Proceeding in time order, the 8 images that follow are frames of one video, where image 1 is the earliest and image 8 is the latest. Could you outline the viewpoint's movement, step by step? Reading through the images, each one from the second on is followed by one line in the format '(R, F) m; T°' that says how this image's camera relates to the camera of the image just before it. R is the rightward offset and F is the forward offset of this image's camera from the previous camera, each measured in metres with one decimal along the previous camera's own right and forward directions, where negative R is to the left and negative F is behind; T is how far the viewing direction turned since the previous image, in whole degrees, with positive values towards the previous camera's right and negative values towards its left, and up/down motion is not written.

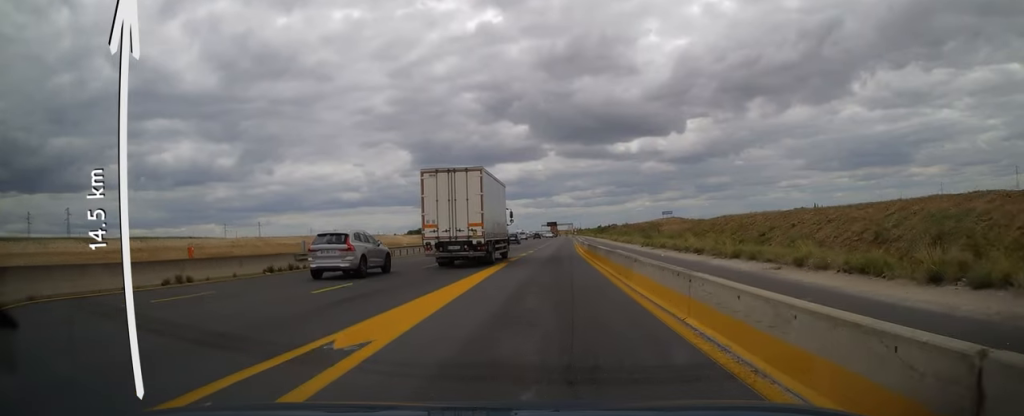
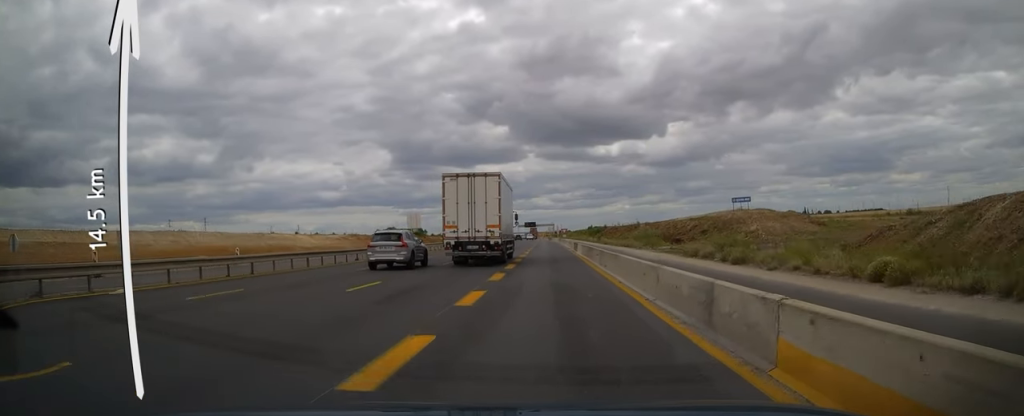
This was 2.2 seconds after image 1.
(+0.8, +51.8) m; +1°
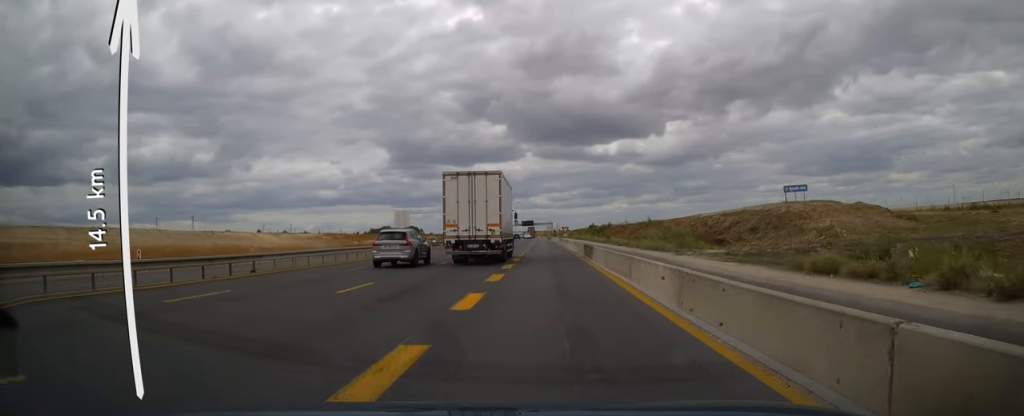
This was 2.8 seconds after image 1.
(+0.1, +14.0) m; 0°
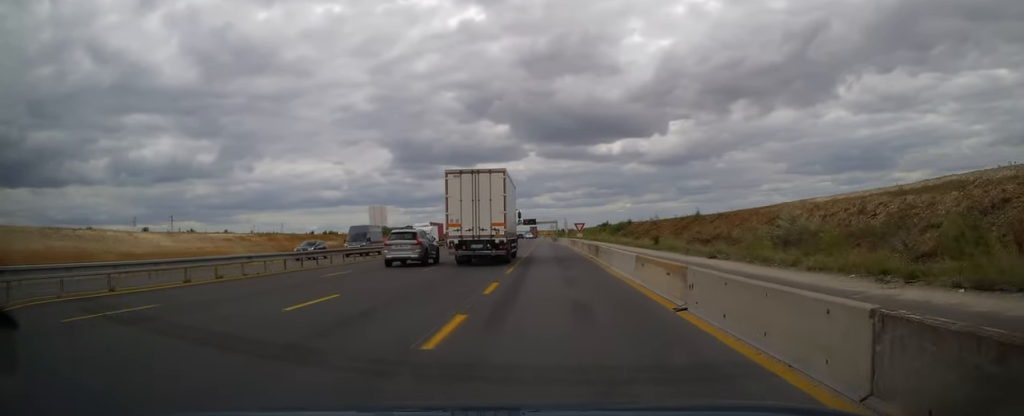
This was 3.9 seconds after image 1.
(0.0, +29.6) m; 0°
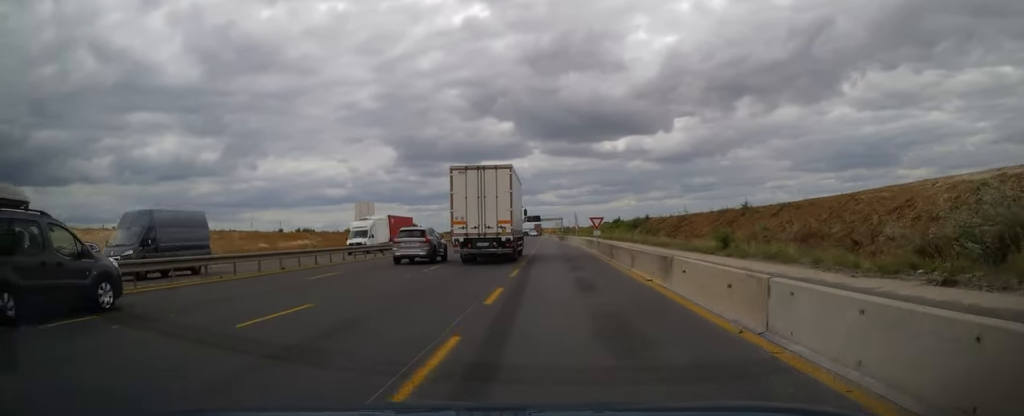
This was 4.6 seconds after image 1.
(0.0, +15.2) m; 0°
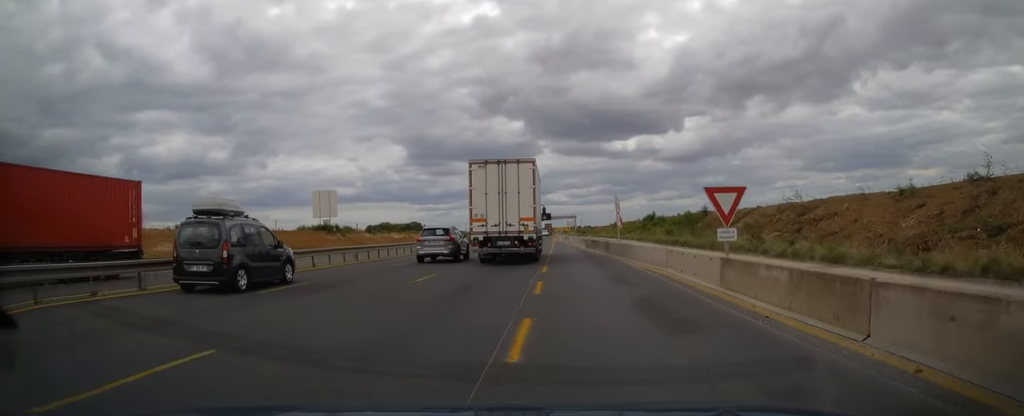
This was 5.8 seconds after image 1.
(-0.2, +31.0) m; -1°
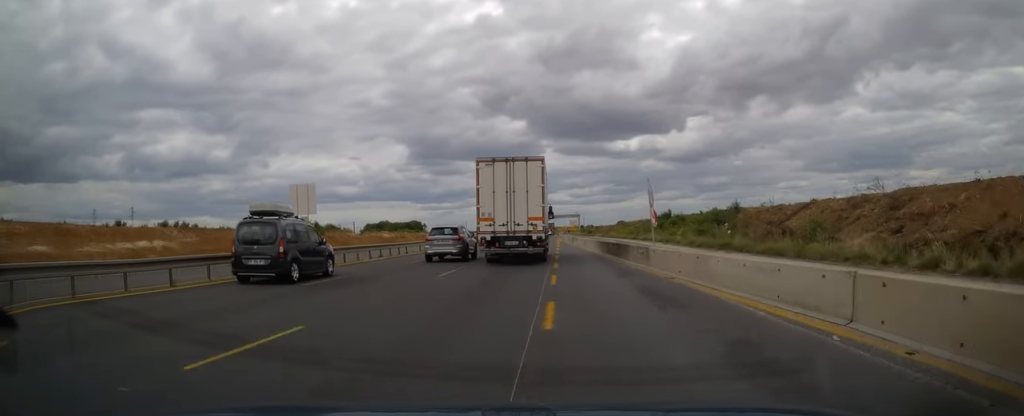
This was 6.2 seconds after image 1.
(0.0, +11.0) m; 0°
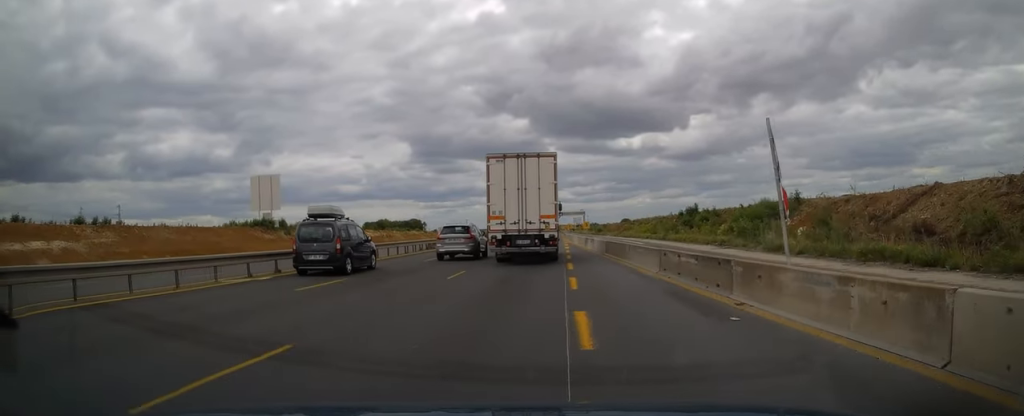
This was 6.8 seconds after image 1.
(-0.1, +14.5) m; 0°
